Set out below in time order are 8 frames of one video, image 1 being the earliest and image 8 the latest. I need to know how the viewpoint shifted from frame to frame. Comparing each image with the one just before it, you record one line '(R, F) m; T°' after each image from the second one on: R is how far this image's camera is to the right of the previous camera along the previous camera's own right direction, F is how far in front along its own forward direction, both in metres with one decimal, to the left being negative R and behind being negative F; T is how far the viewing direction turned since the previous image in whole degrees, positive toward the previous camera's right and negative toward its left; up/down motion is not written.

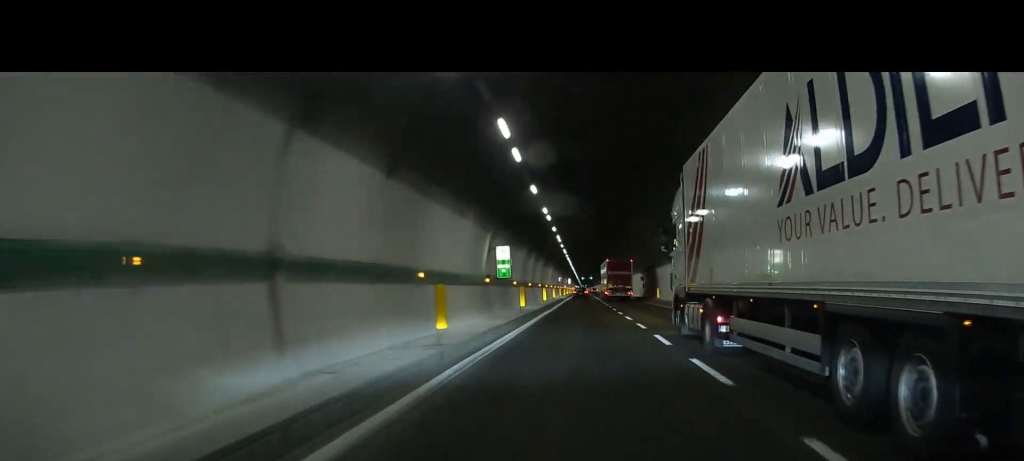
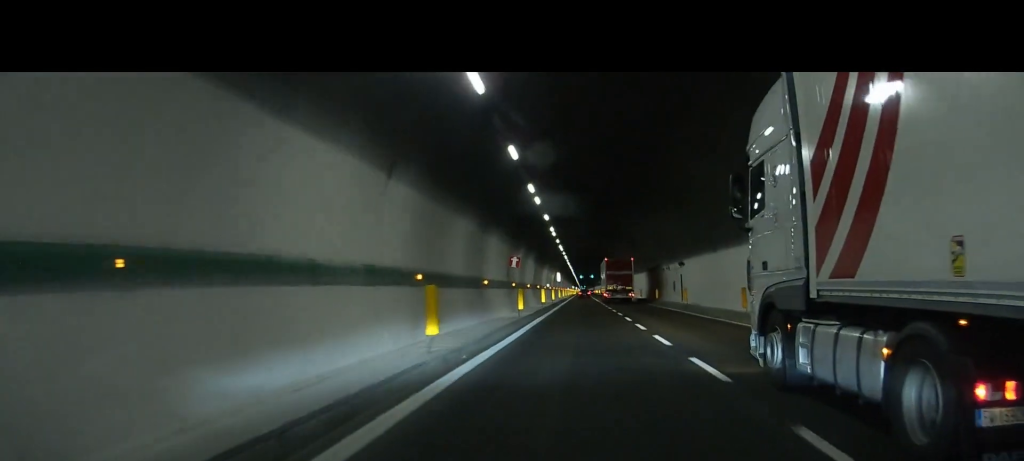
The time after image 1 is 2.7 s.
(0.0, +53.4) m; 0°
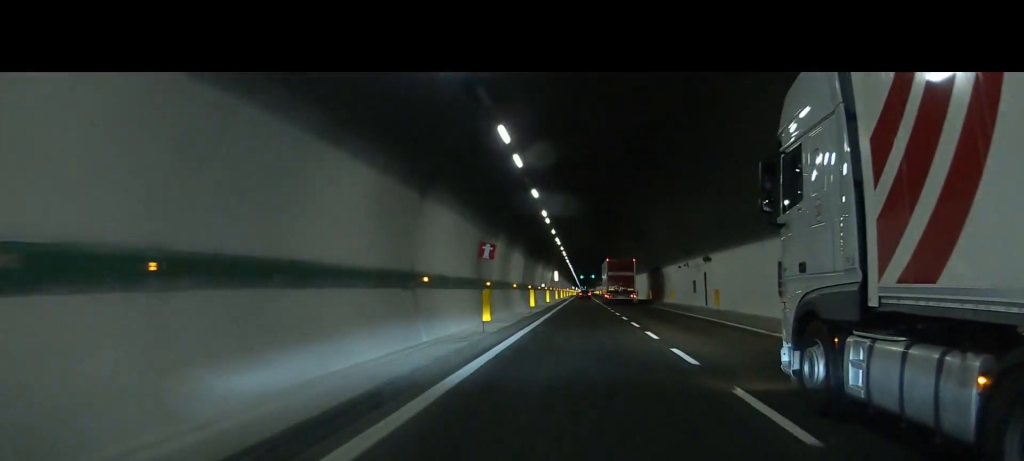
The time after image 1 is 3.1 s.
(0.0, +8.3) m; 0°
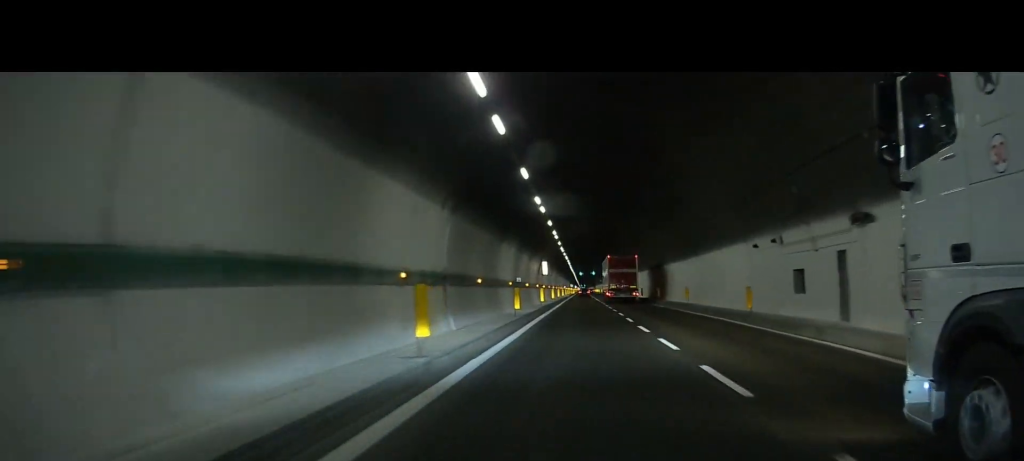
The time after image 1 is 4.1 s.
(0.0, +19.1) m; 0°
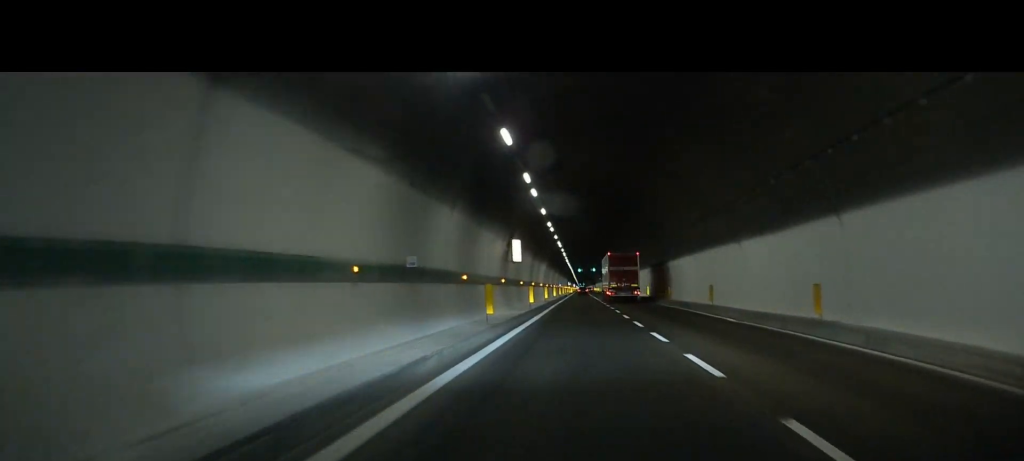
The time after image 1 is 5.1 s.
(0.0, +19.9) m; 0°
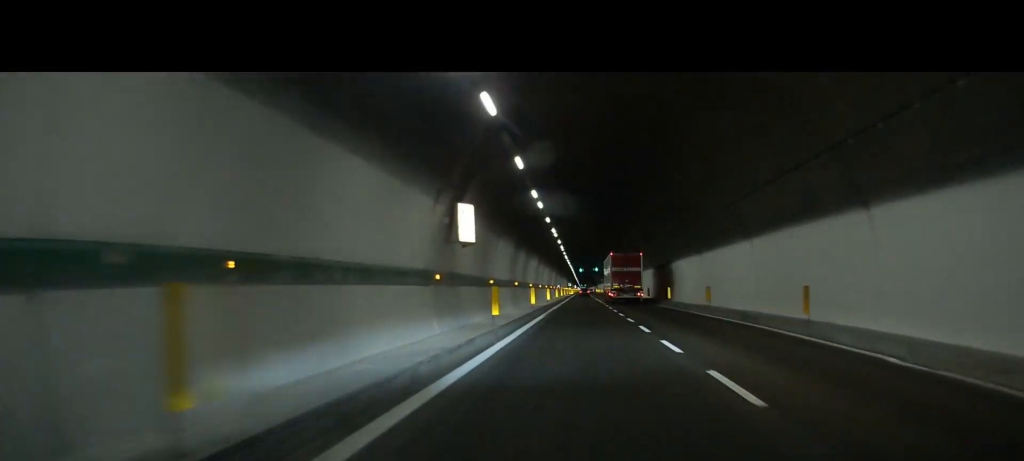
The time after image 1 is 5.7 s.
(0.0, +12.2) m; 0°
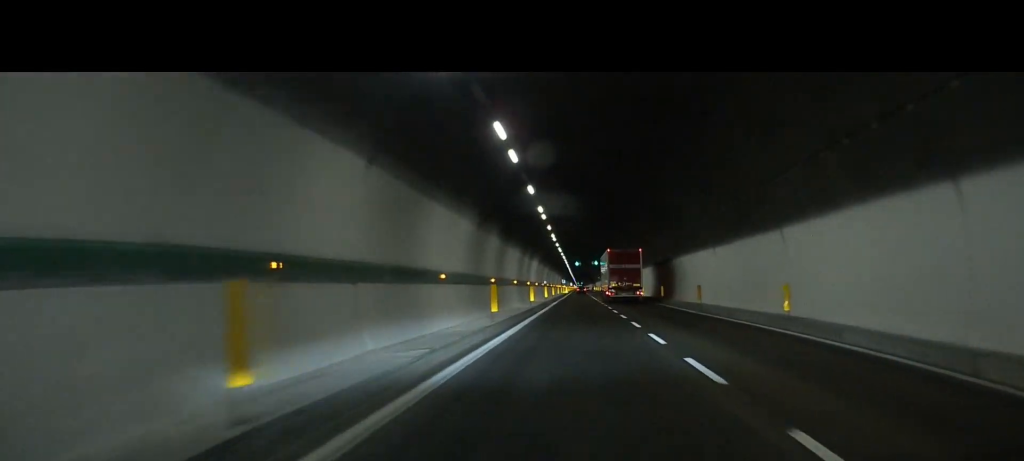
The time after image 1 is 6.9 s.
(0.0, +24.5) m; 0°
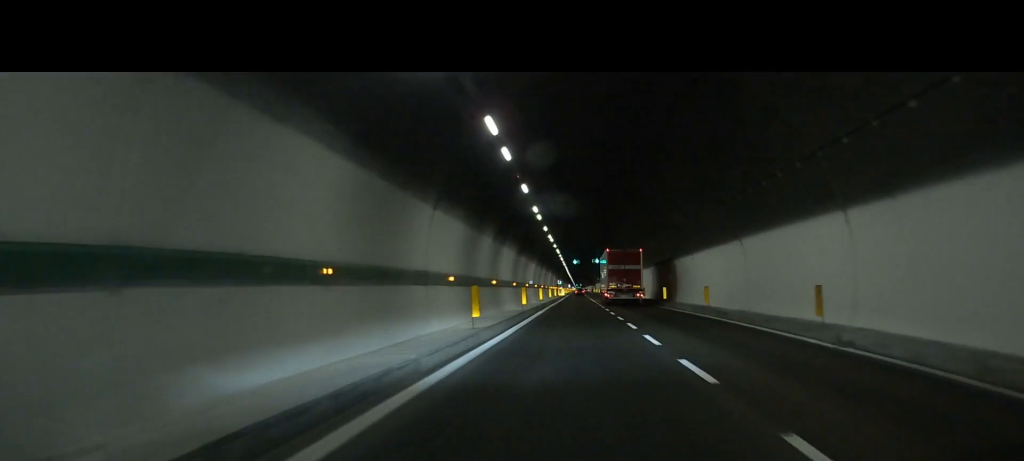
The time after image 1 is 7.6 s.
(0.0, +15.7) m; 0°
